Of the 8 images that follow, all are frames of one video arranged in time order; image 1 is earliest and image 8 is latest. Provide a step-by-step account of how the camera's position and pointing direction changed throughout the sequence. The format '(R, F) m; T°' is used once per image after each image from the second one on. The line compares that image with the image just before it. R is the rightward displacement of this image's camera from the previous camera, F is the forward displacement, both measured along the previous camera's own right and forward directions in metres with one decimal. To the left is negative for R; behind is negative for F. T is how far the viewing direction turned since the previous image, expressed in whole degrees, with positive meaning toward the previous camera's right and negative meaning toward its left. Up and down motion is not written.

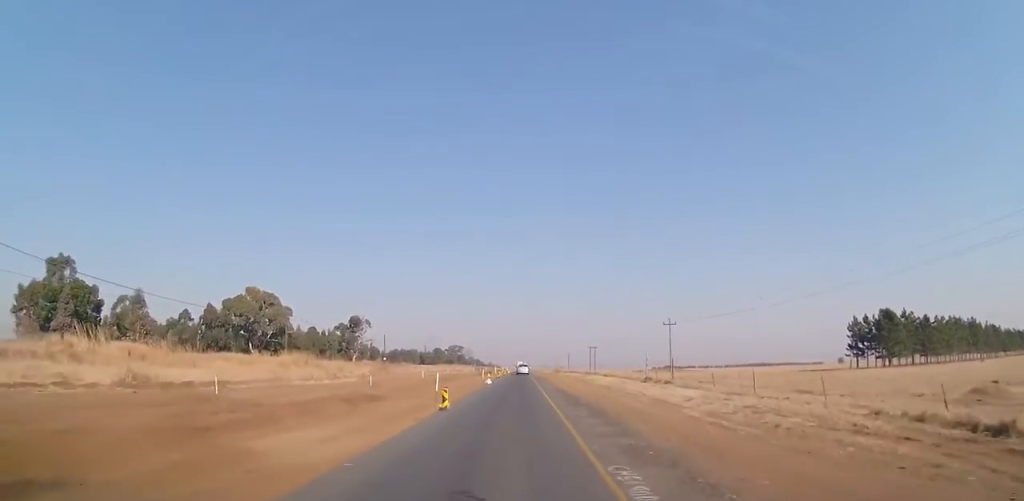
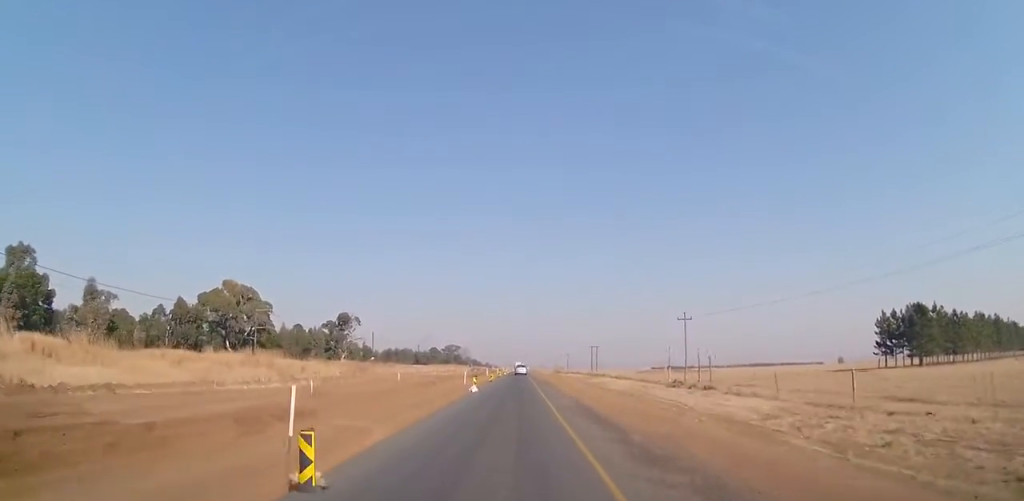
(-0.1, +10.6) m; +1°
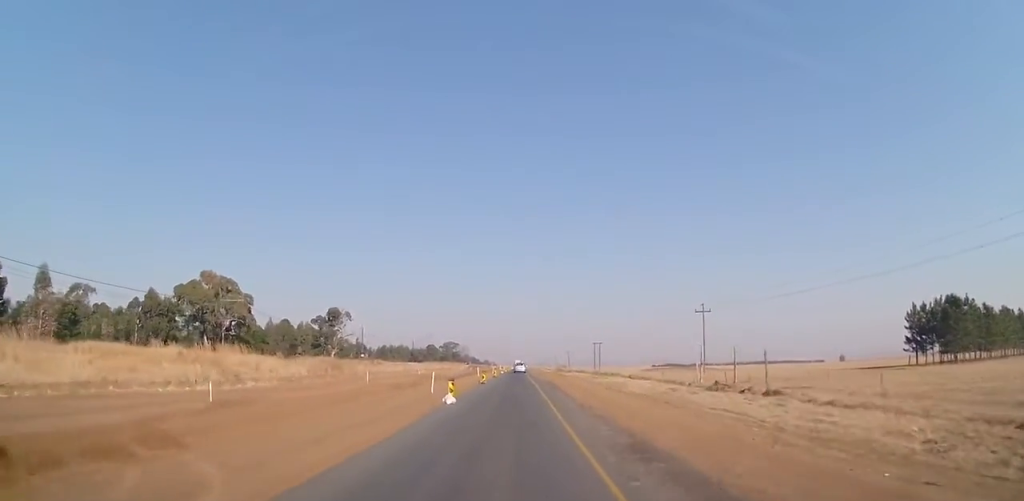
(0.0, +9.5) m; +2°
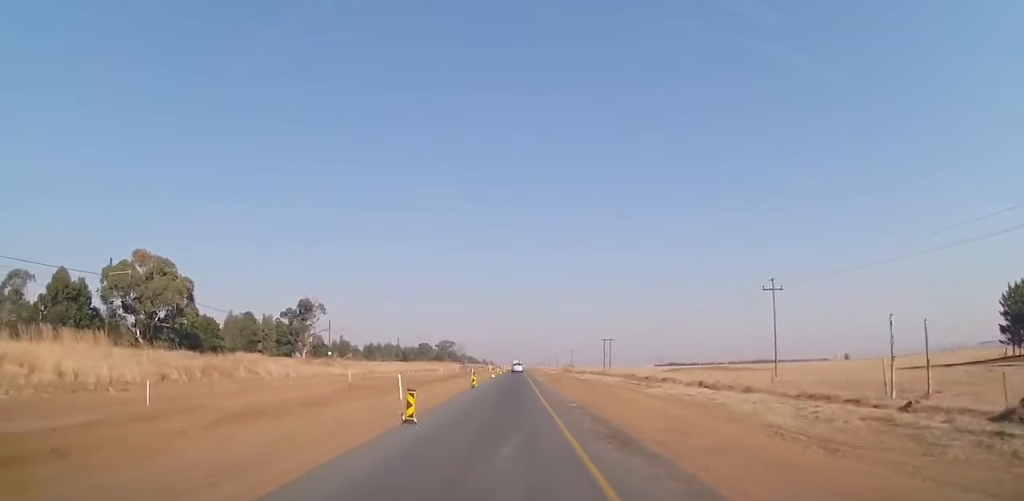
(+0.1, +23.5) m; -2°
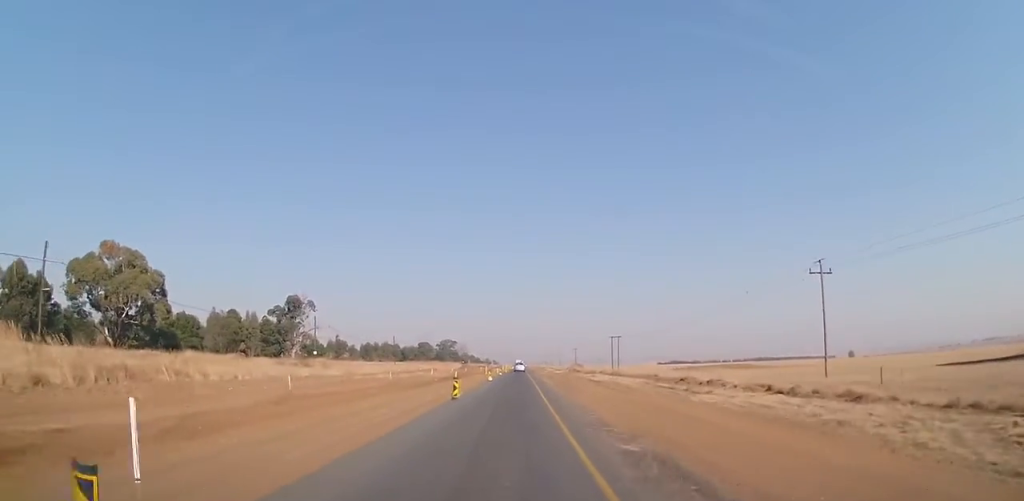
(-0.1, +9.7) m; -1°
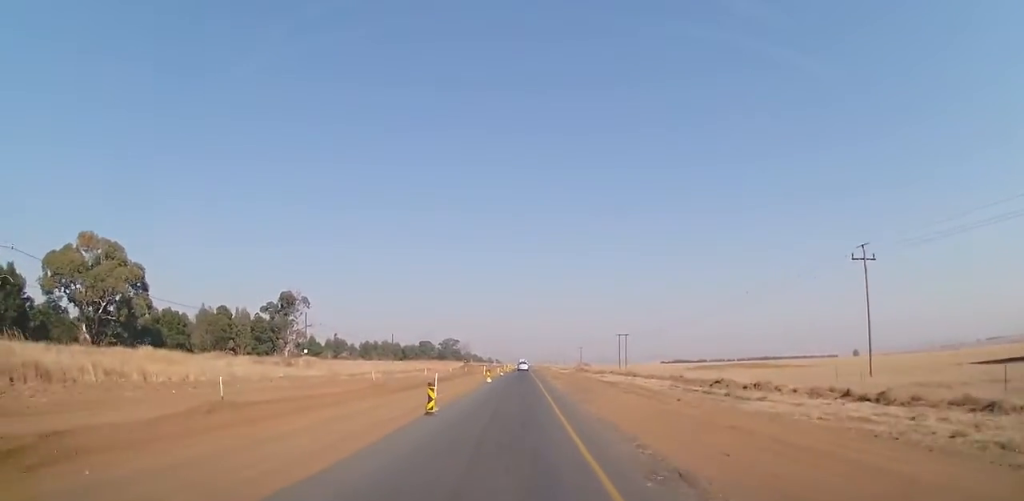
(0.0, +6.5) m; 0°
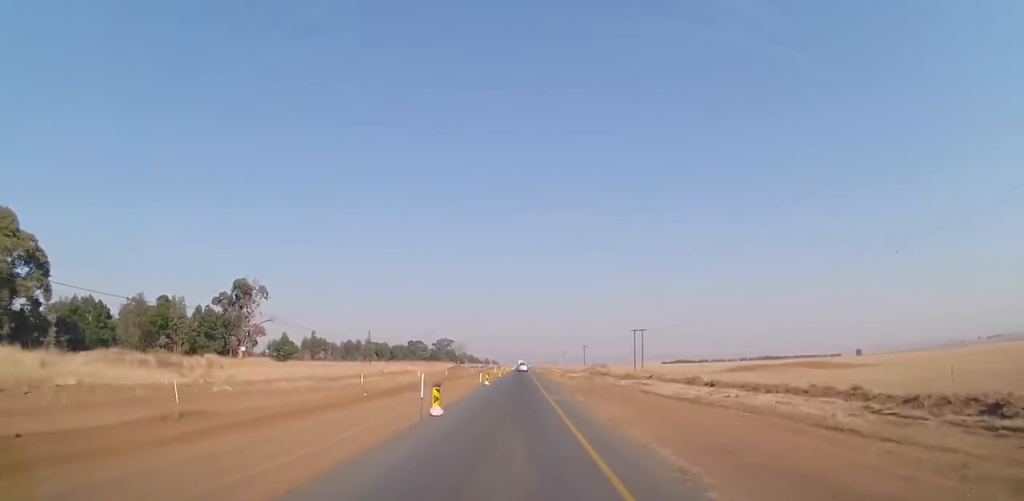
(0.0, +22.6) m; +1°
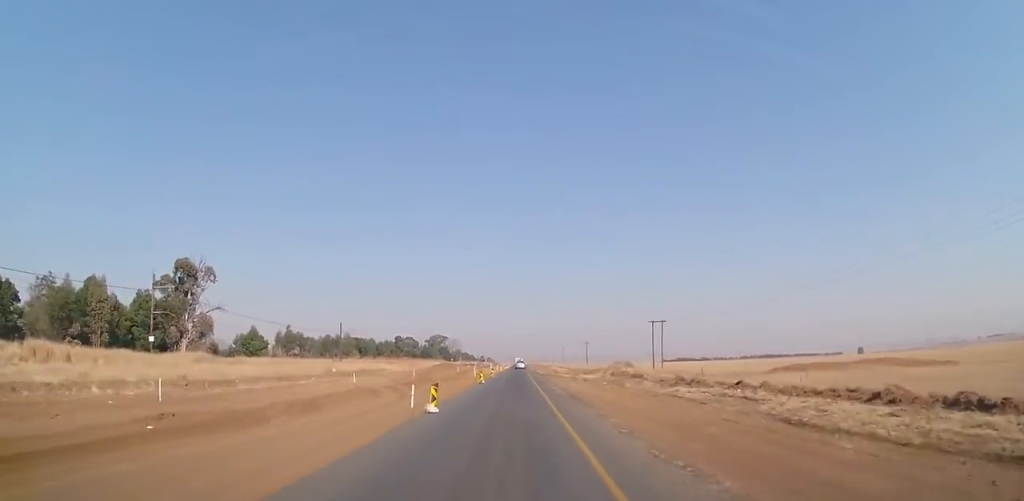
(+0.6, +20.5) m; +1°
